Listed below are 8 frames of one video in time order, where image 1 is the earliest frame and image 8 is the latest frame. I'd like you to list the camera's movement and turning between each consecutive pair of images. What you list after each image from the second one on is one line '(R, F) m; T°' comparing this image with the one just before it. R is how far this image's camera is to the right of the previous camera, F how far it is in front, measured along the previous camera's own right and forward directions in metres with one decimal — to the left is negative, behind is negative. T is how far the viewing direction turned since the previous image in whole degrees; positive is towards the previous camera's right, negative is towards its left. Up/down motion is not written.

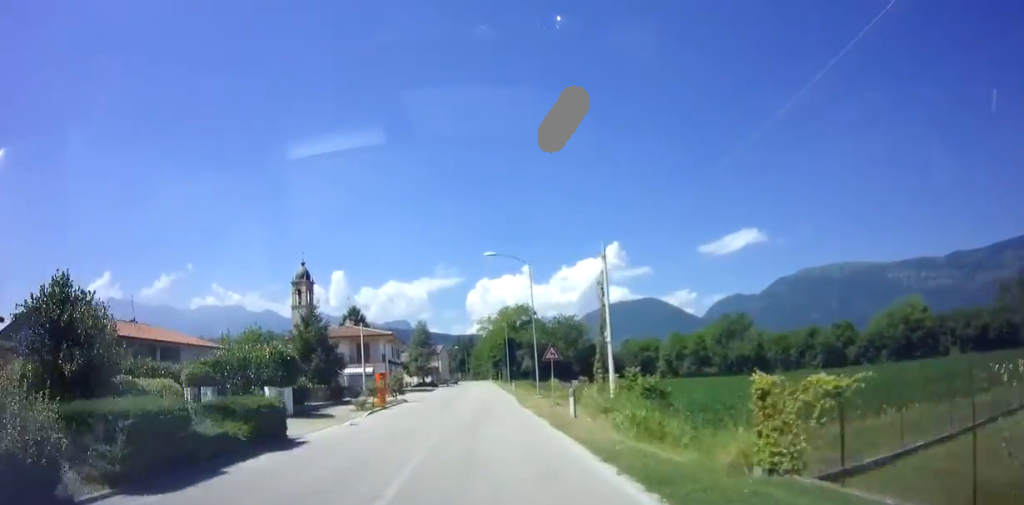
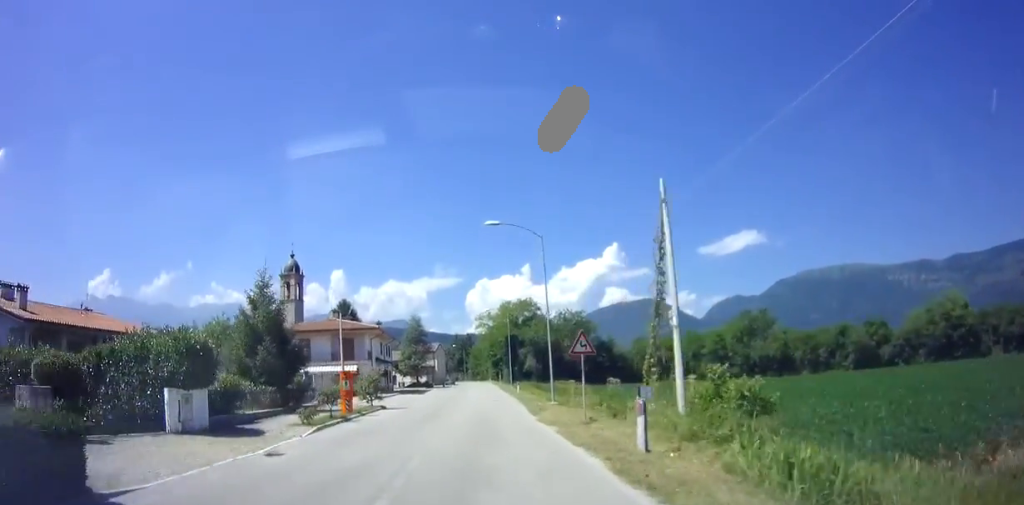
(-0.1, +7.1) m; +1°
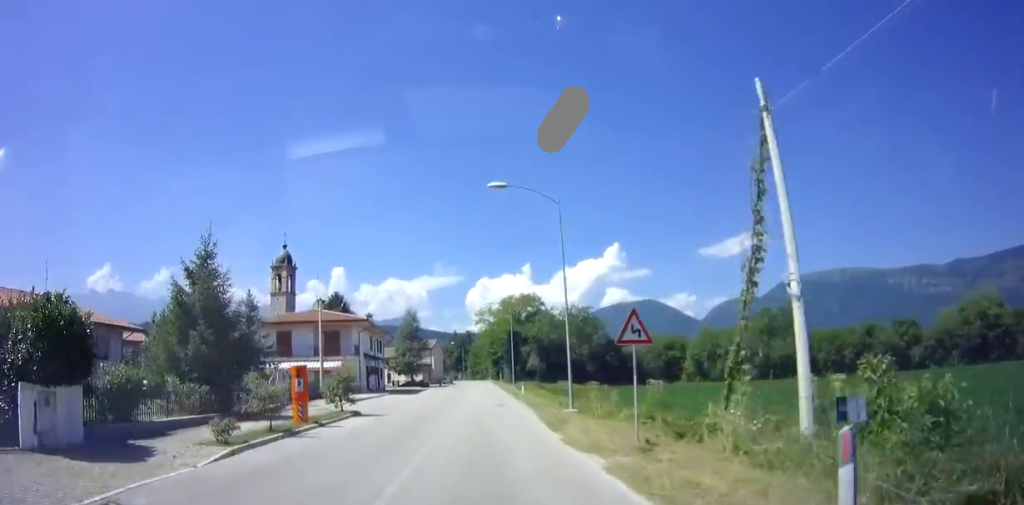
(0.0, +5.5) m; 0°
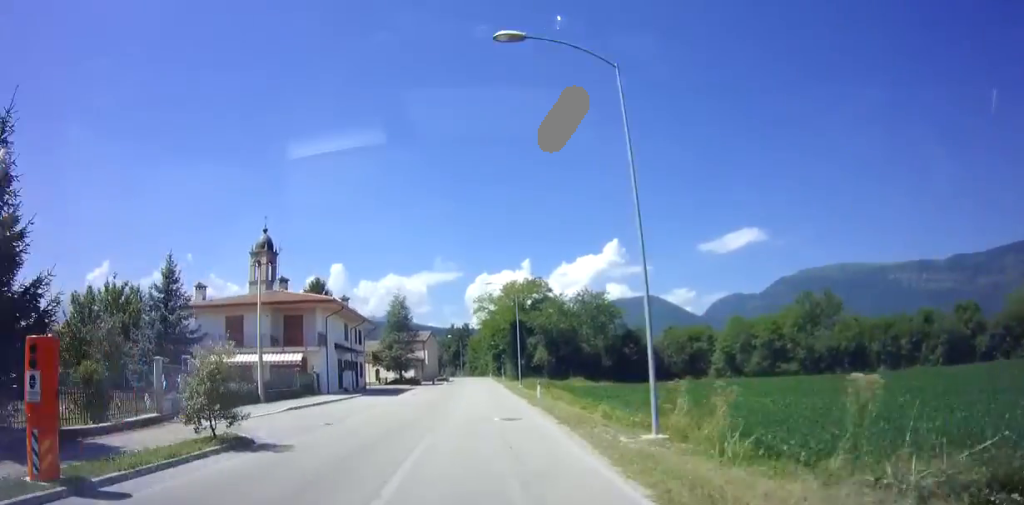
(+0.1, +10.6) m; 0°
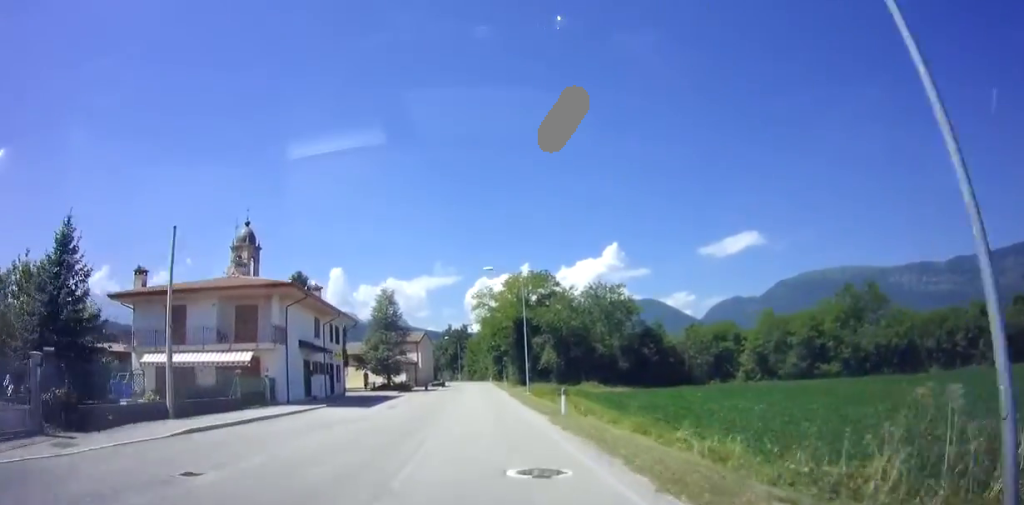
(-0.1, +8.0) m; 0°
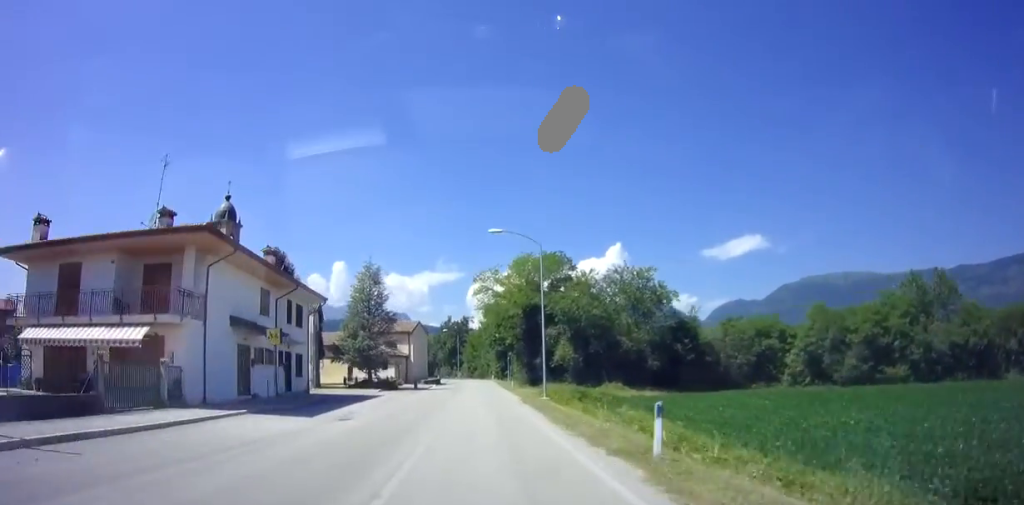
(0.0, +9.7) m; 0°
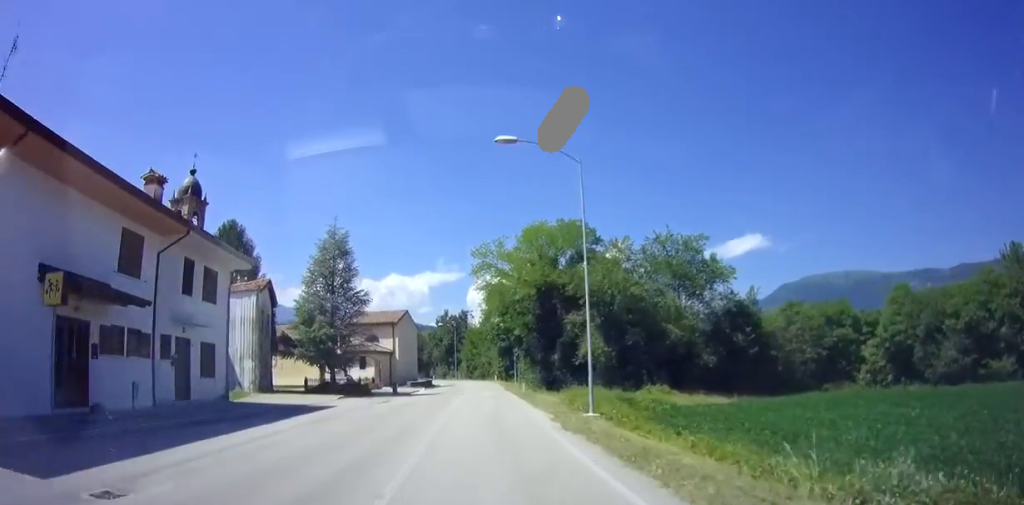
(+0.1, +11.8) m; 0°
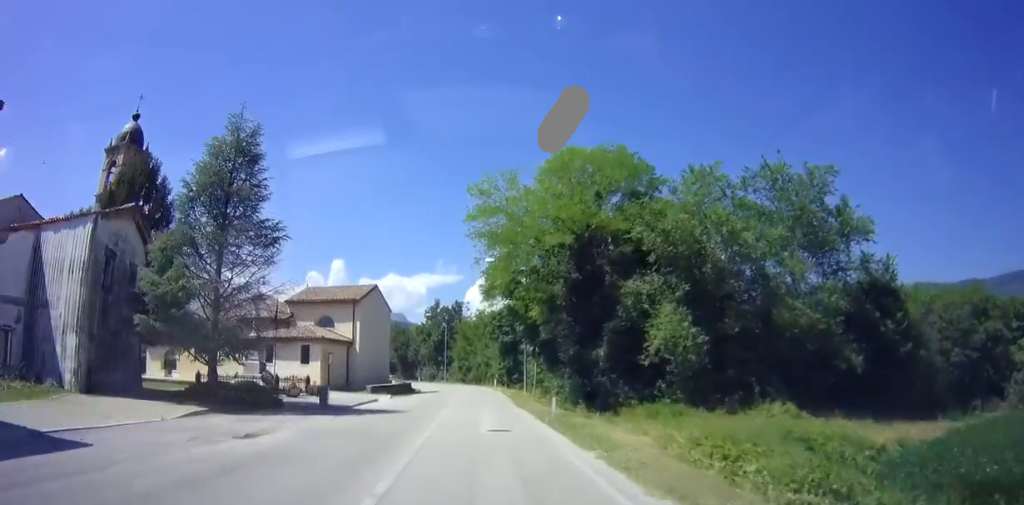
(0.0, +16.0) m; 0°
